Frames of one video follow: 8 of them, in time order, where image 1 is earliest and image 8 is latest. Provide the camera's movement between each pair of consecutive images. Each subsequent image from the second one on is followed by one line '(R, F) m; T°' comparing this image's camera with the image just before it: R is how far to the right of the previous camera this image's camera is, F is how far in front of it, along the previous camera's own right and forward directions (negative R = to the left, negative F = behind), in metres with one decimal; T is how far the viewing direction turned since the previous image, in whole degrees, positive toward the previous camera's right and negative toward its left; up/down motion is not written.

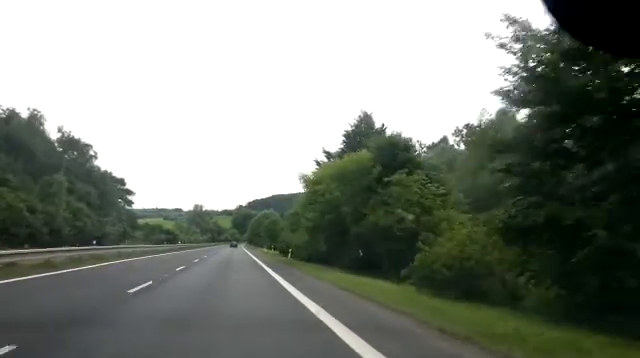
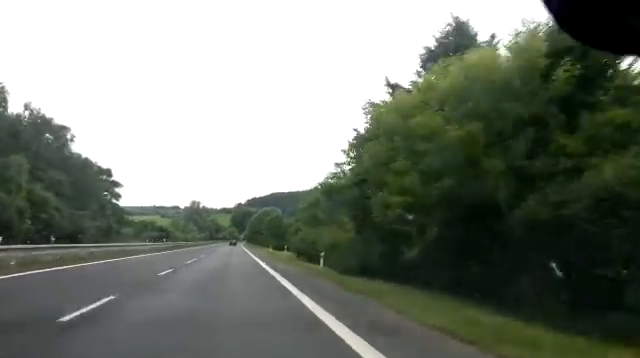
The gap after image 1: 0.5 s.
(-0.1, +13.2) m; 0°
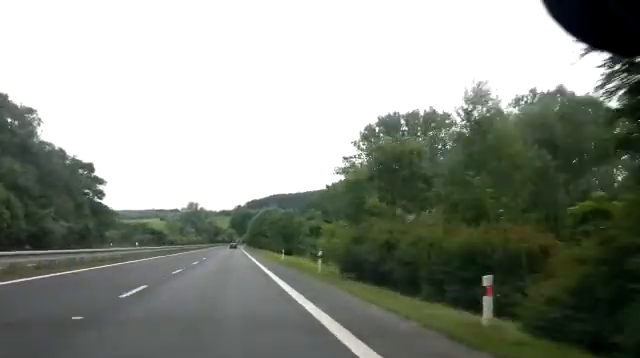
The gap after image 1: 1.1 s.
(0.0, +14.0) m; 0°
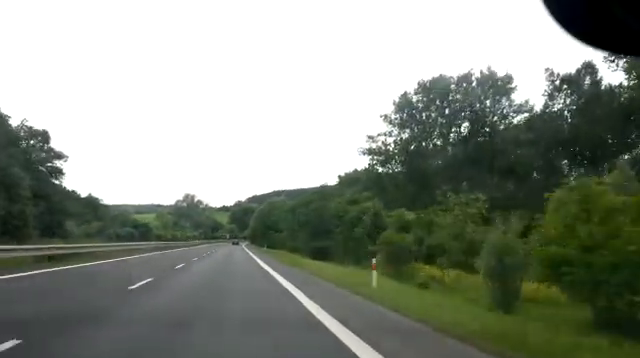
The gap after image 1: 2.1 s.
(+0.1, +25.7) m; 0°
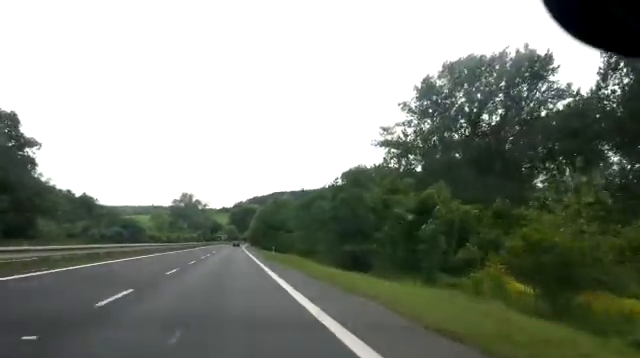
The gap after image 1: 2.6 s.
(-0.1, +11.6) m; 0°
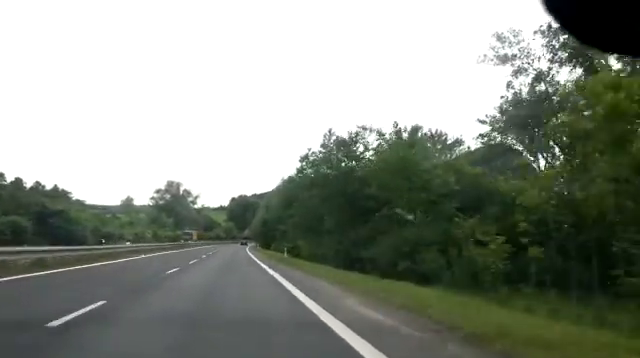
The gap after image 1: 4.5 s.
(+0.6, +47.4) m; +2°
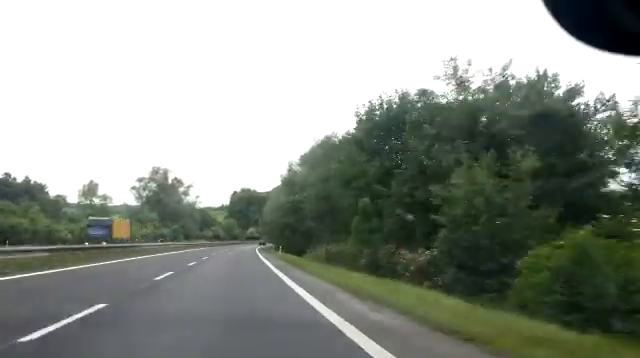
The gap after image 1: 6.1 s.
(+0.1, +40.0) m; -1°
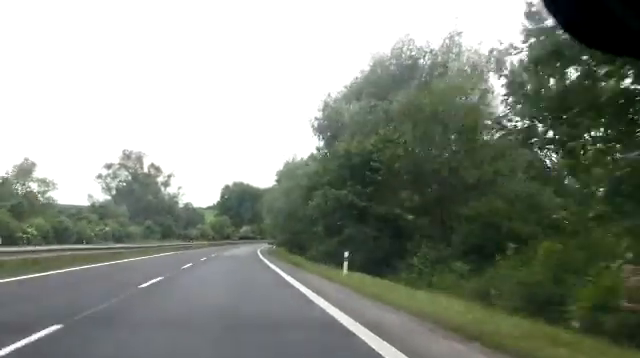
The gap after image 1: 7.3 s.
(-0.2, +29.1) m; 0°
